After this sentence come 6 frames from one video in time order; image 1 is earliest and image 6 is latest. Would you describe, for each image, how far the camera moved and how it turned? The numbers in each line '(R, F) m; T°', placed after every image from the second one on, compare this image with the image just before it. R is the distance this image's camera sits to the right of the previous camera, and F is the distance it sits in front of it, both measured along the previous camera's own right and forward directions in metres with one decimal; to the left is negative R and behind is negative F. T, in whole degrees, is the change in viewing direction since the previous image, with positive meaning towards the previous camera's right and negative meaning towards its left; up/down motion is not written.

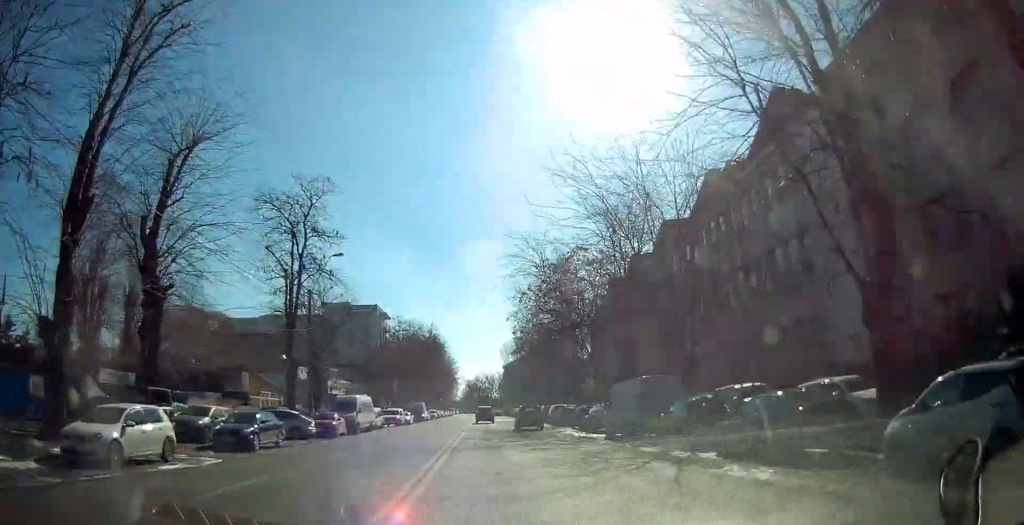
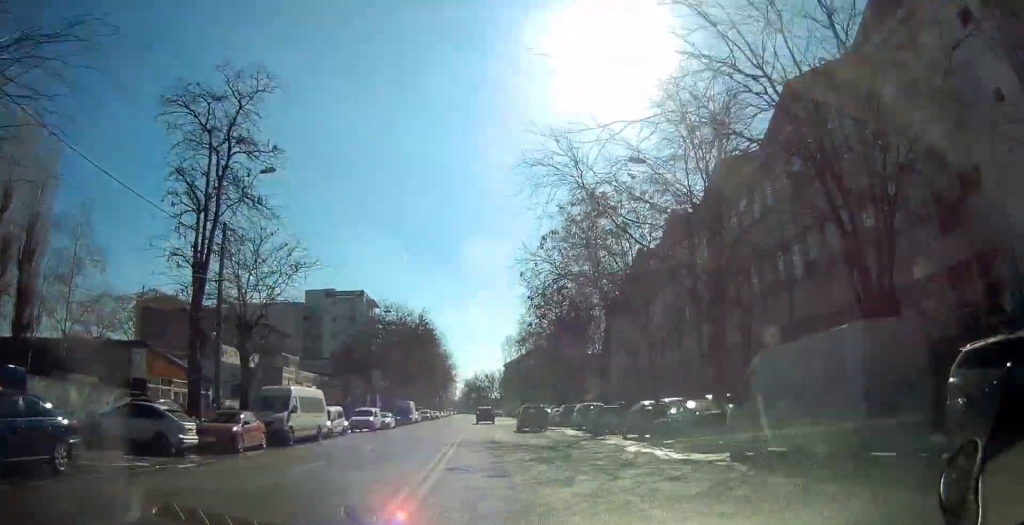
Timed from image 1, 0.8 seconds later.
(-0.3, +13.7) m; 0°
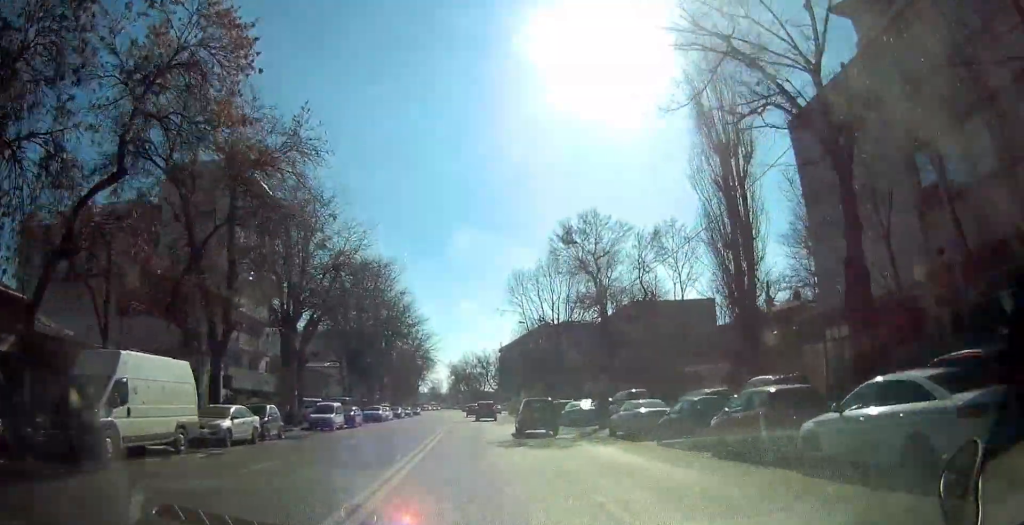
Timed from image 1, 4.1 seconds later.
(+1.2, +56.6) m; +1°
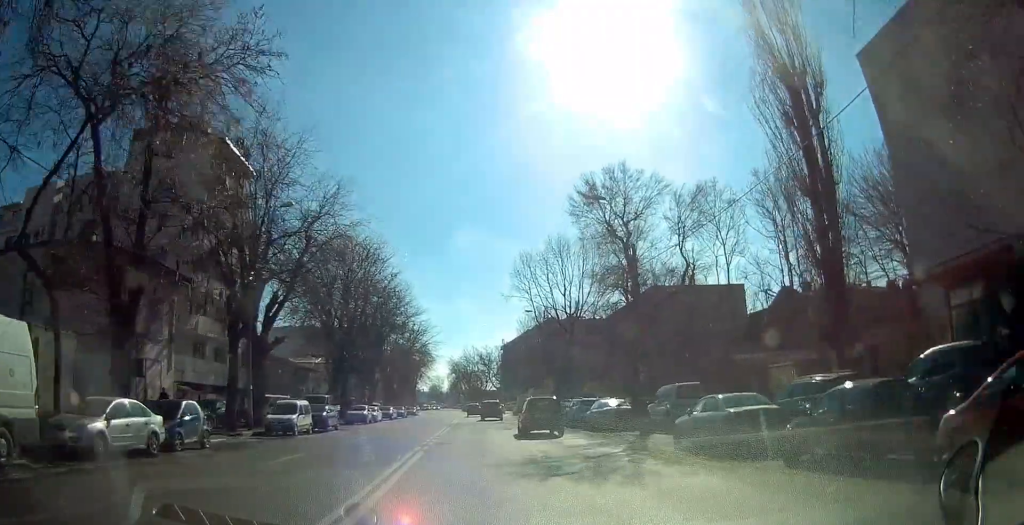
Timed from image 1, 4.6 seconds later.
(-0.1, +8.1) m; 0°
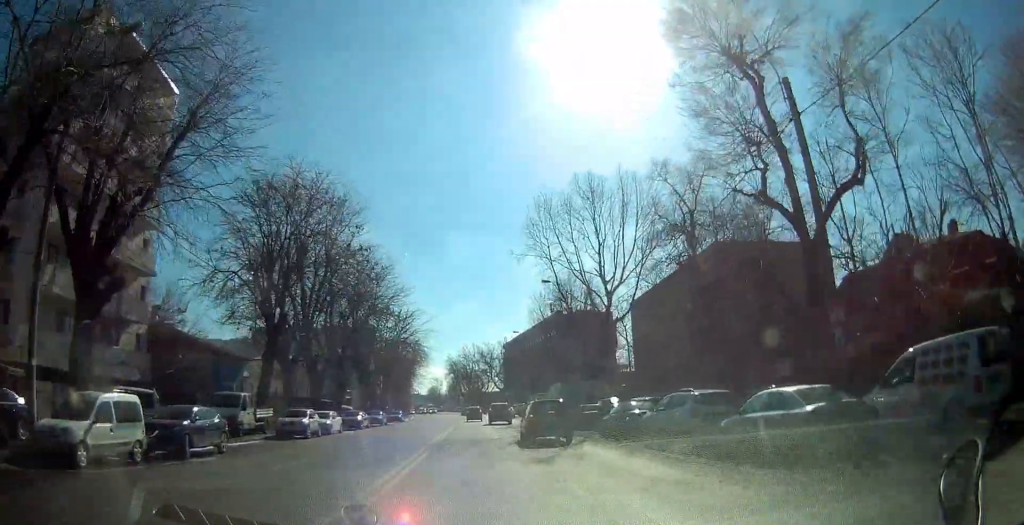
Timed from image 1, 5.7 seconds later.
(+0.2, +17.5) m; 0°
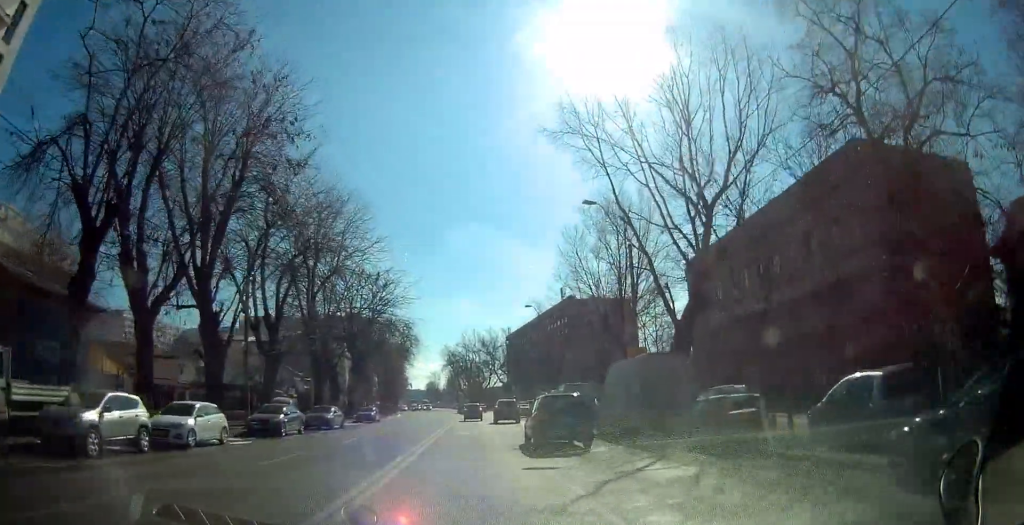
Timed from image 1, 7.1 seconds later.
(-0.2, +19.1) m; 0°
